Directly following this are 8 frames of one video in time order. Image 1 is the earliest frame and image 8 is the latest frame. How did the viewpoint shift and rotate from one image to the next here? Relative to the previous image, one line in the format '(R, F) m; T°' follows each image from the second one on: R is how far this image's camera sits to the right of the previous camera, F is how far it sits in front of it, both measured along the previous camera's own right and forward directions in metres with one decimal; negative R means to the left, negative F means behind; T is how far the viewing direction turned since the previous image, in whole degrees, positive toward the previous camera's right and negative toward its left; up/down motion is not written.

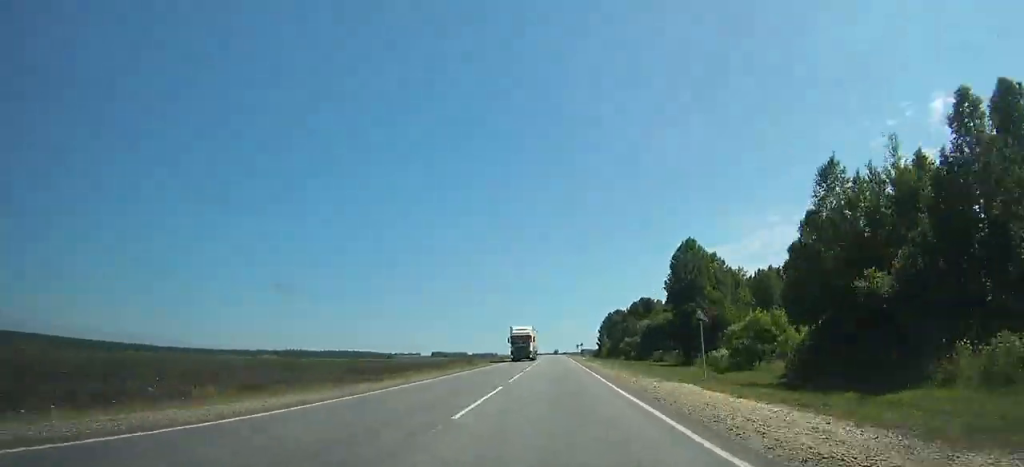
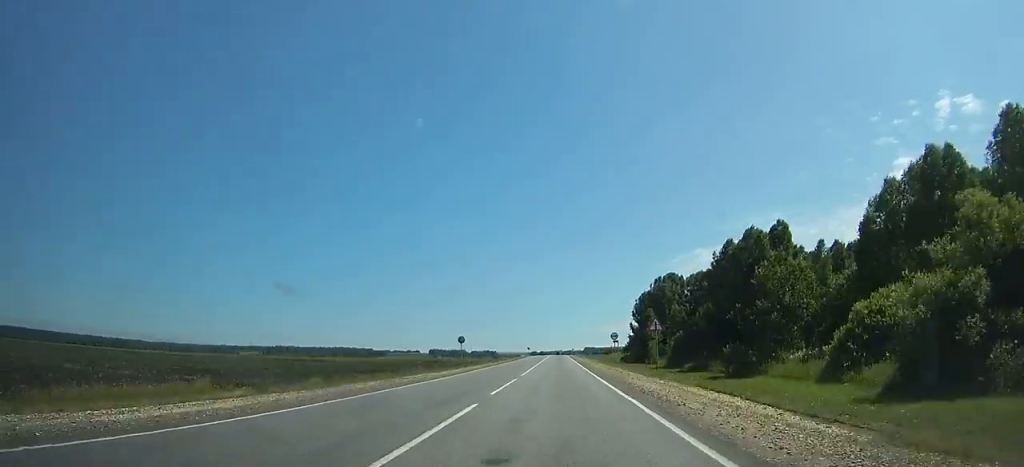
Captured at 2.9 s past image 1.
(-0.2, +90.2) m; 0°
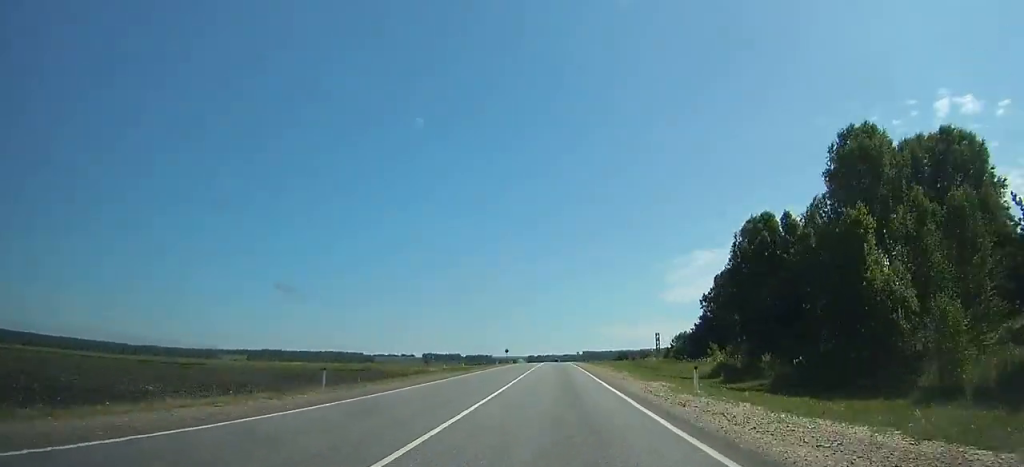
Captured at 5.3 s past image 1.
(+0.1, +73.1) m; 0°
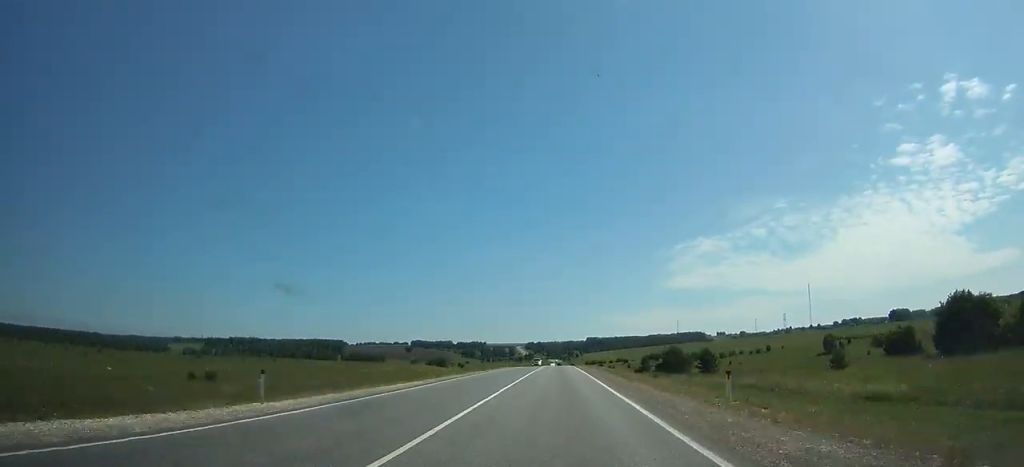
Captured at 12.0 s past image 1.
(+0.7, +199.4) m; 0°
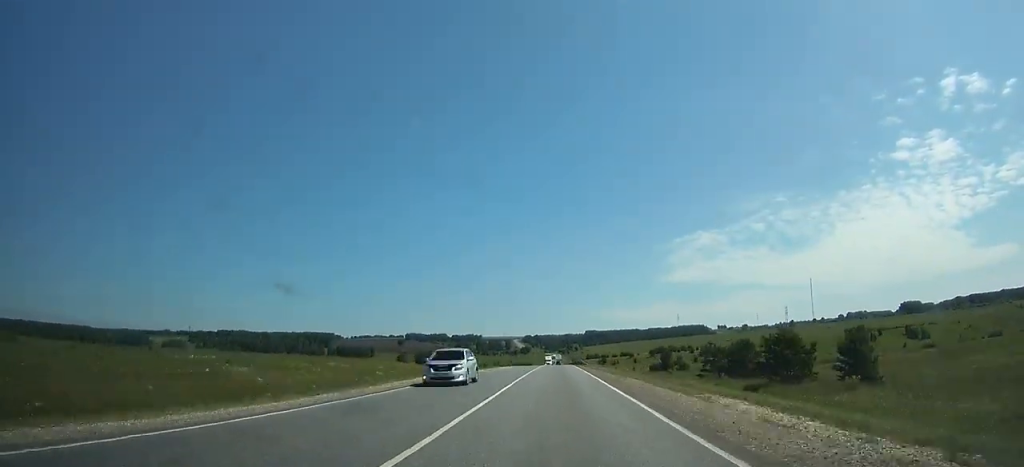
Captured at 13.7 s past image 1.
(0.0, +50.1) m; 0°
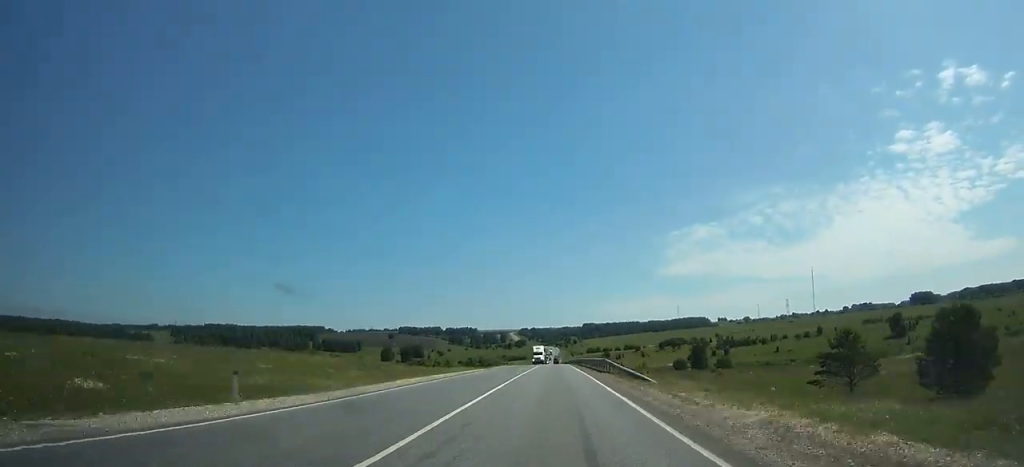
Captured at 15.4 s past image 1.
(0.0, +50.0) m; 0°
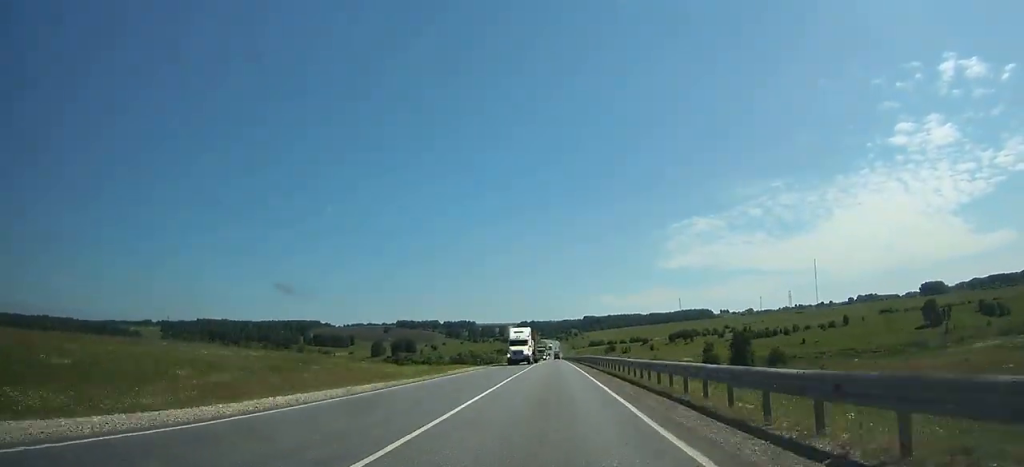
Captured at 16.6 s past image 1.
(0.0, +35.1) m; 0°
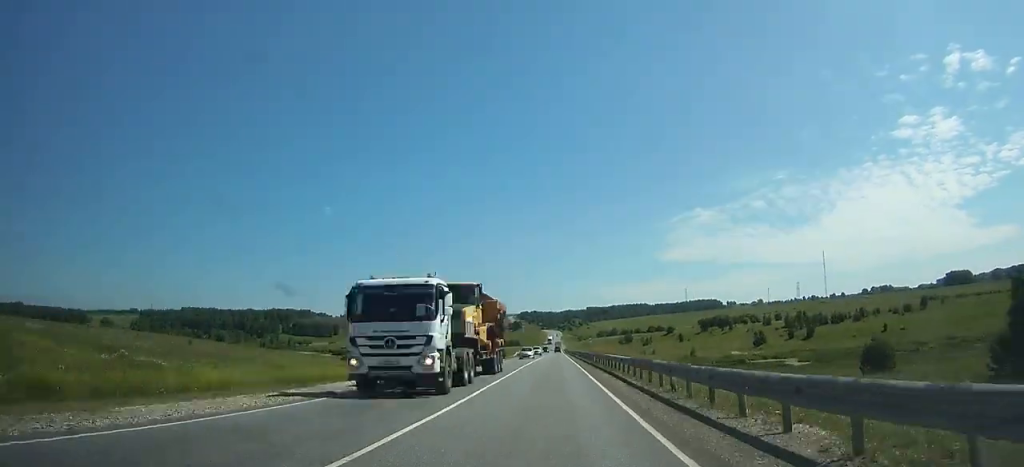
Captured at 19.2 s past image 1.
(+0.1, +75.7) m; 0°
